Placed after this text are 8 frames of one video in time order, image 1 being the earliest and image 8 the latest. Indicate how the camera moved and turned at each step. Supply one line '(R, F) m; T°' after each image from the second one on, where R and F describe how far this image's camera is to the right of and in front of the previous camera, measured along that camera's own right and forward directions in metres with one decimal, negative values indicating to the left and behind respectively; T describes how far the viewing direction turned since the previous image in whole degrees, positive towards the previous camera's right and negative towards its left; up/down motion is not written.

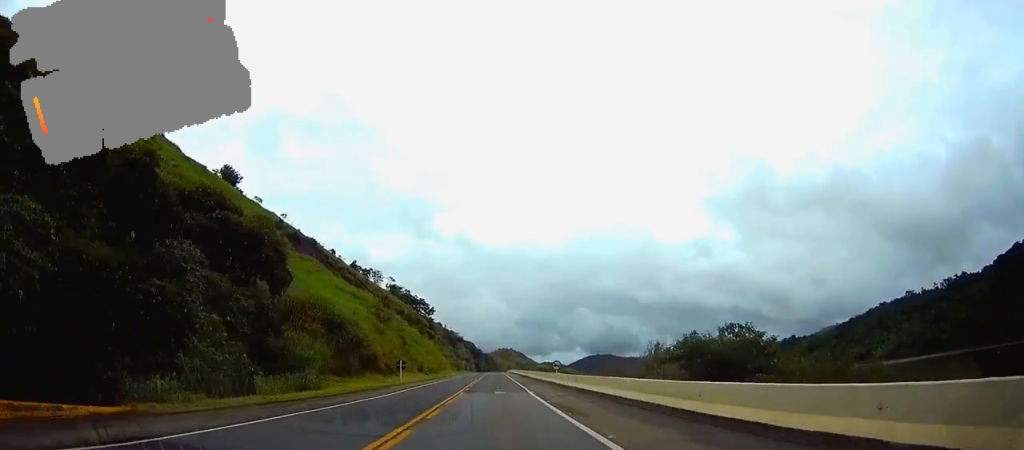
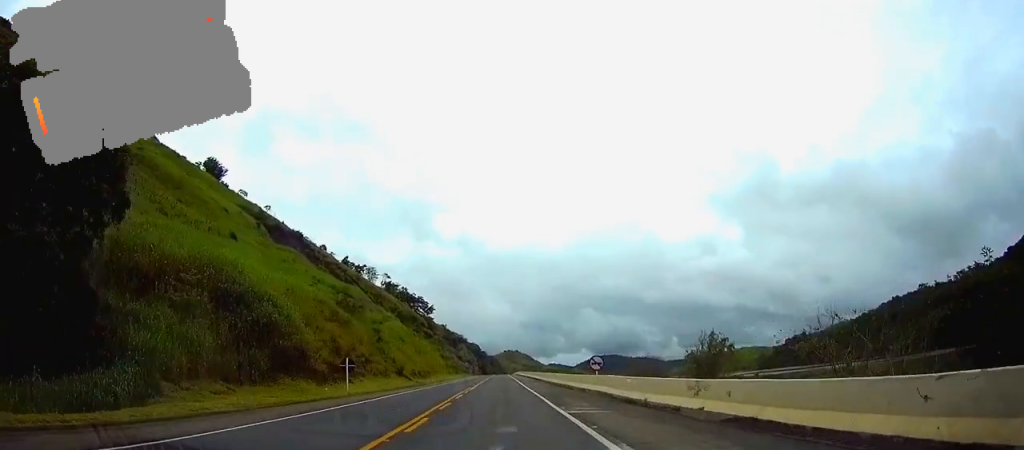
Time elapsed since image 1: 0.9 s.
(-0.1, +26.8) m; 0°
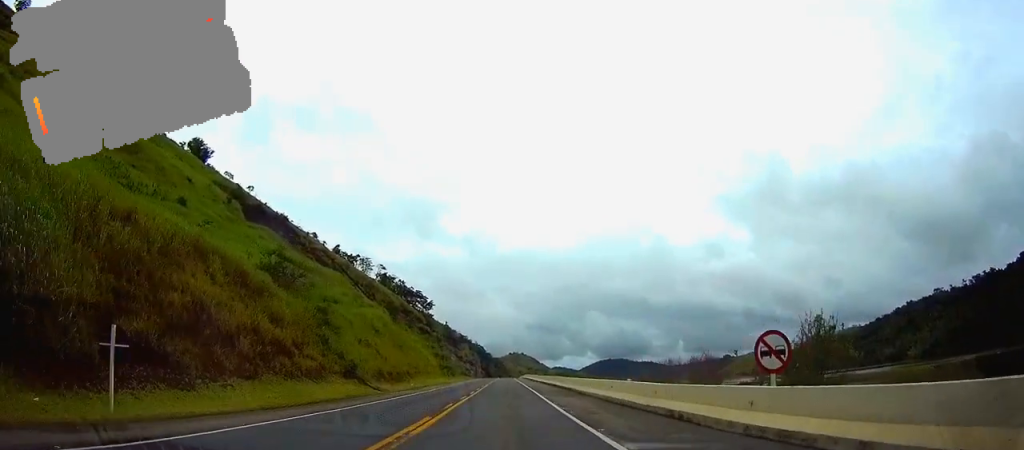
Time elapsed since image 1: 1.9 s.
(0.0, +26.5) m; 0°
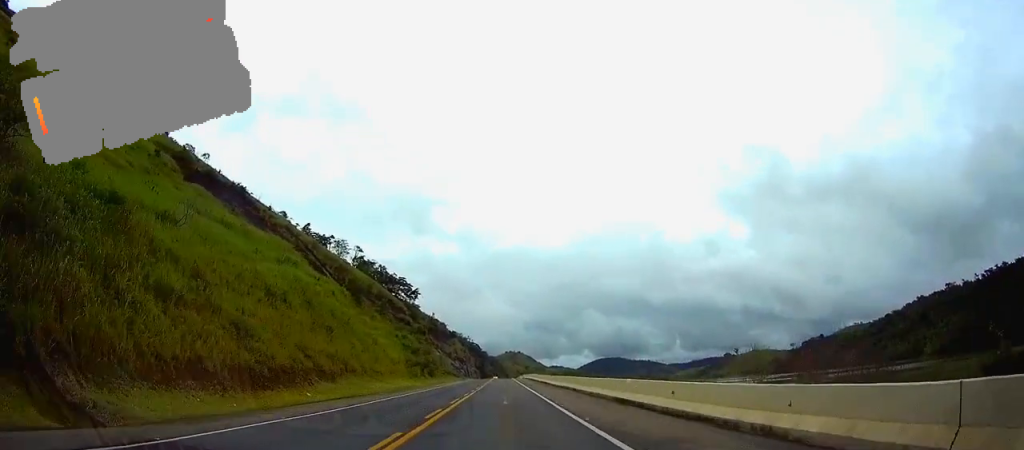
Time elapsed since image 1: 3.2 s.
(0.0, +35.1) m; 0°
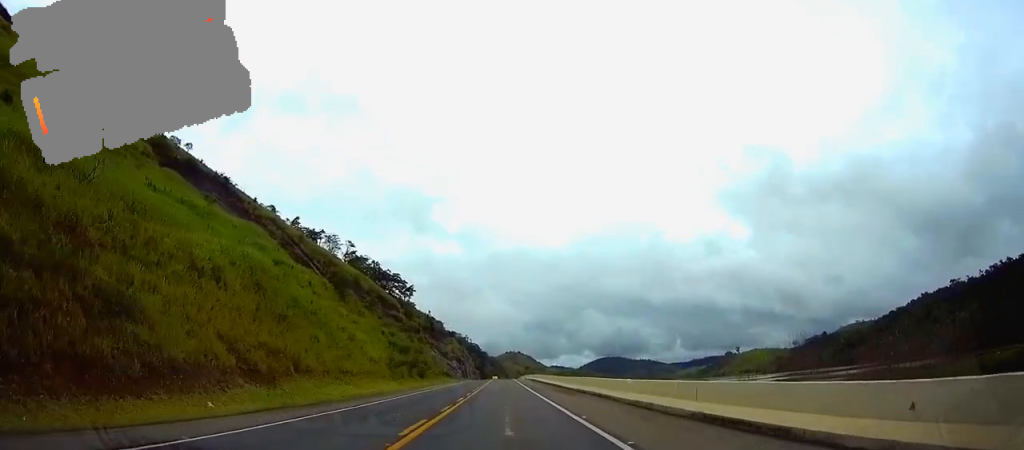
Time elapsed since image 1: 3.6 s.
(0.0, +12.1) m; 0°
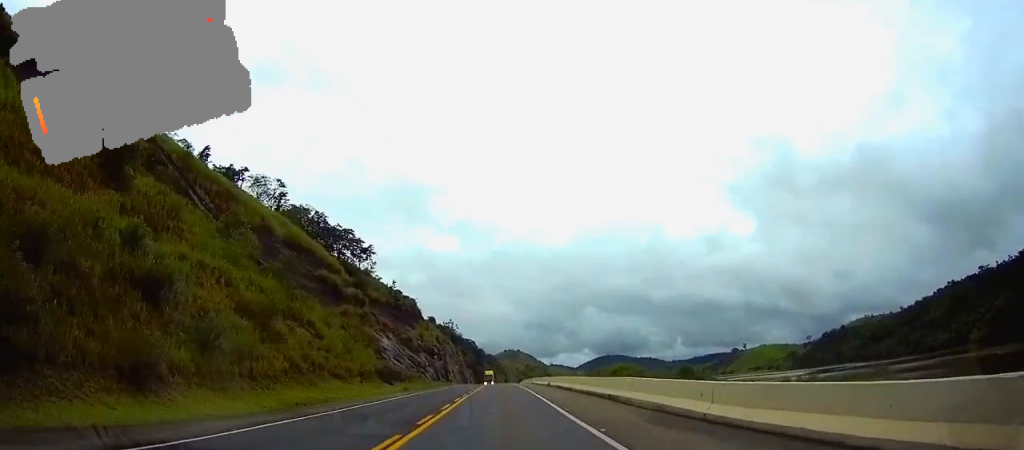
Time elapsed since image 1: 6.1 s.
(+0.2, +61.7) m; 0°
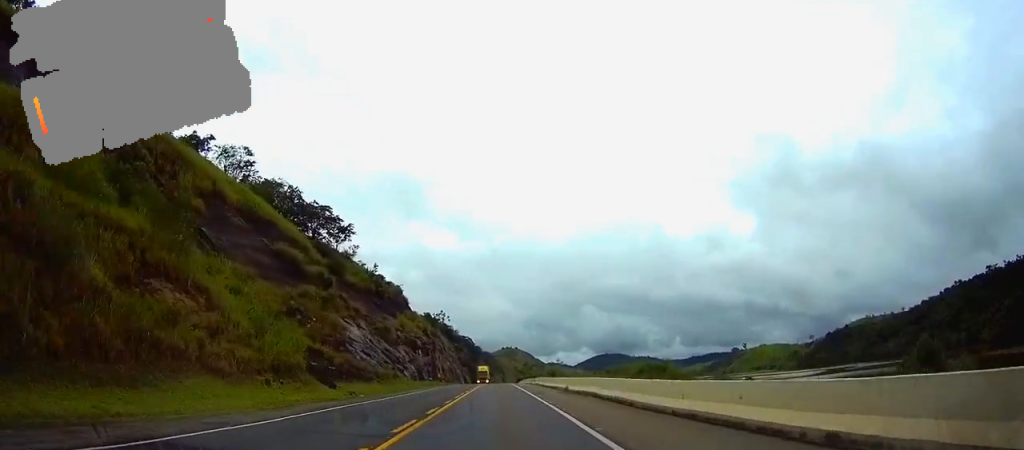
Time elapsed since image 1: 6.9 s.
(0.0, +20.0) m; 0°
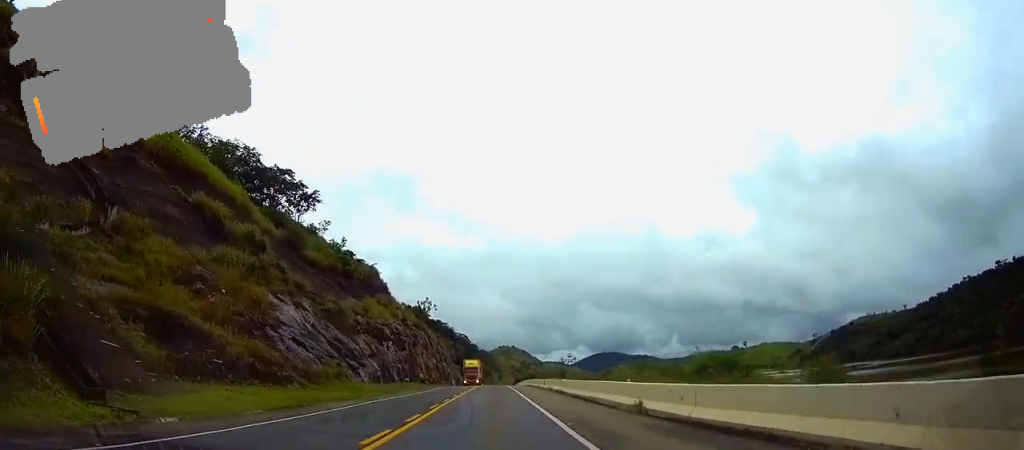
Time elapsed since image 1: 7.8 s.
(0.0, +25.4) m; 0°
